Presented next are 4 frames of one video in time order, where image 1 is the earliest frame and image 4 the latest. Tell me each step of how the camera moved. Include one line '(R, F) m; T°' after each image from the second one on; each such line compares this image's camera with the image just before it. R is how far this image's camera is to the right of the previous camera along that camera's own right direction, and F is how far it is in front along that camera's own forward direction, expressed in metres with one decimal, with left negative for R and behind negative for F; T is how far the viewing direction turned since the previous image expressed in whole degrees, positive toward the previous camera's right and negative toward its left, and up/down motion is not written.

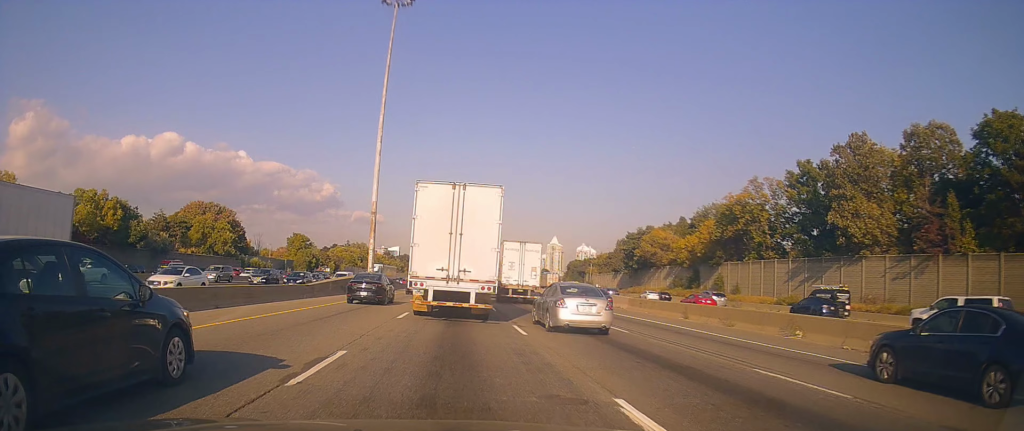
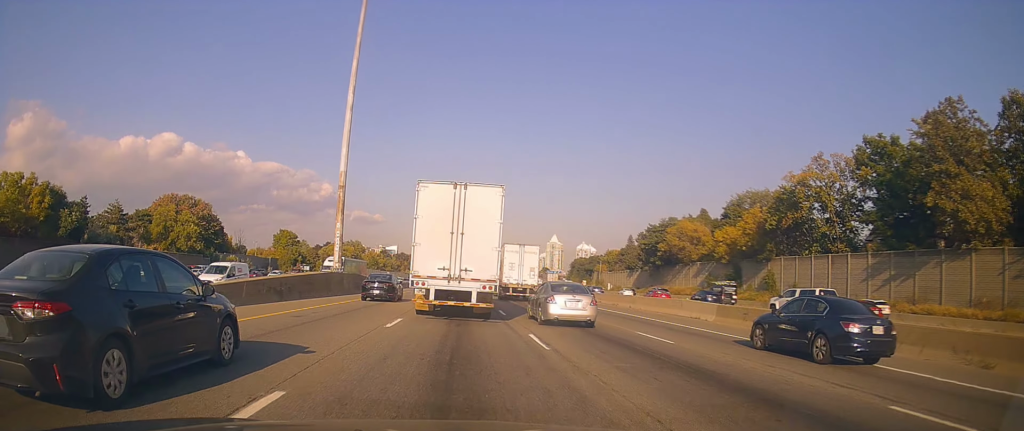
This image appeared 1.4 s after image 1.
(-0.2, +15.0) m; +2°
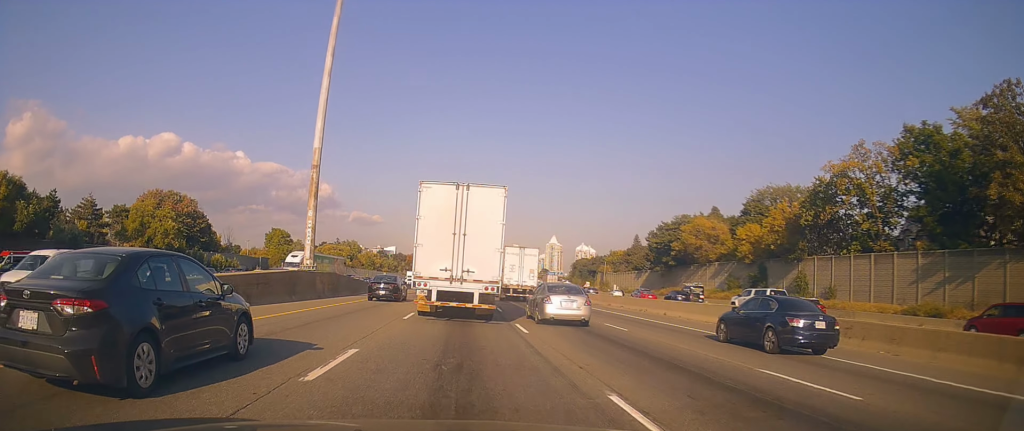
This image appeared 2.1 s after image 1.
(+0.2, +7.5) m; +2°
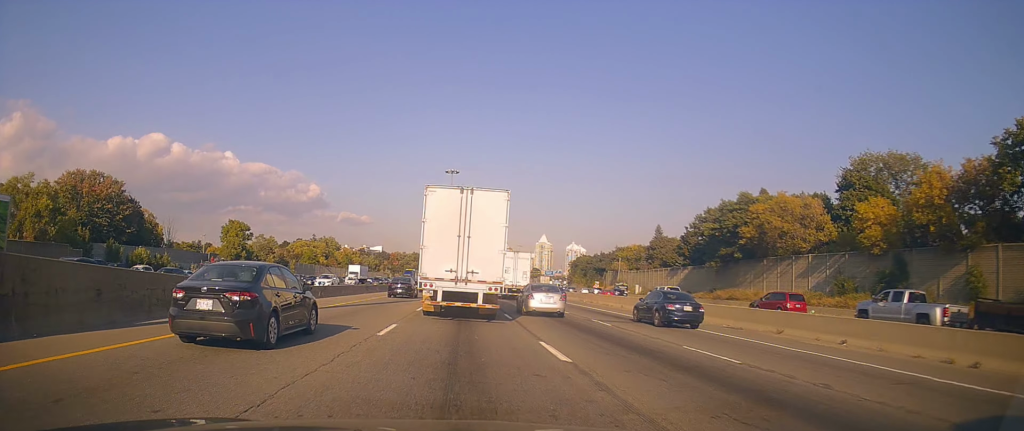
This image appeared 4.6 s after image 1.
(-0.2, +29.0) m; -2°
